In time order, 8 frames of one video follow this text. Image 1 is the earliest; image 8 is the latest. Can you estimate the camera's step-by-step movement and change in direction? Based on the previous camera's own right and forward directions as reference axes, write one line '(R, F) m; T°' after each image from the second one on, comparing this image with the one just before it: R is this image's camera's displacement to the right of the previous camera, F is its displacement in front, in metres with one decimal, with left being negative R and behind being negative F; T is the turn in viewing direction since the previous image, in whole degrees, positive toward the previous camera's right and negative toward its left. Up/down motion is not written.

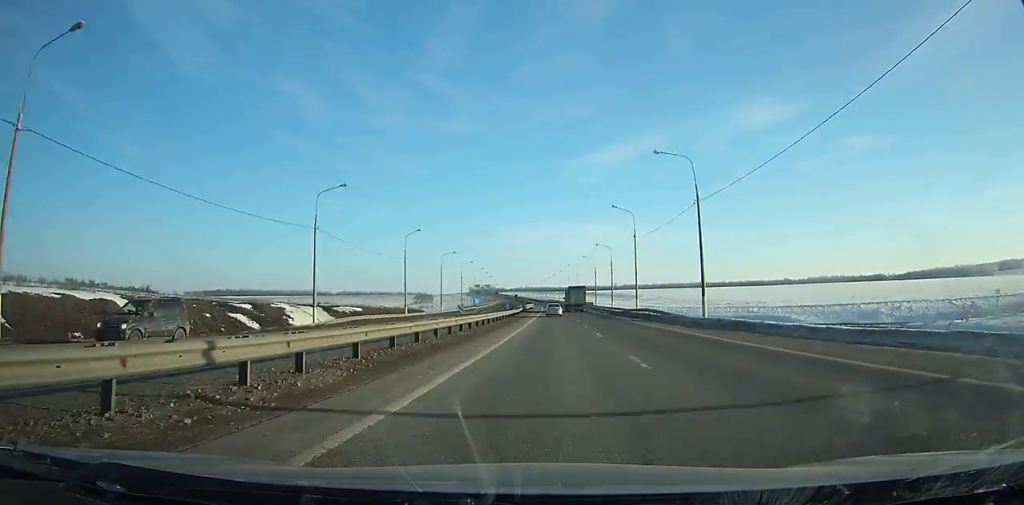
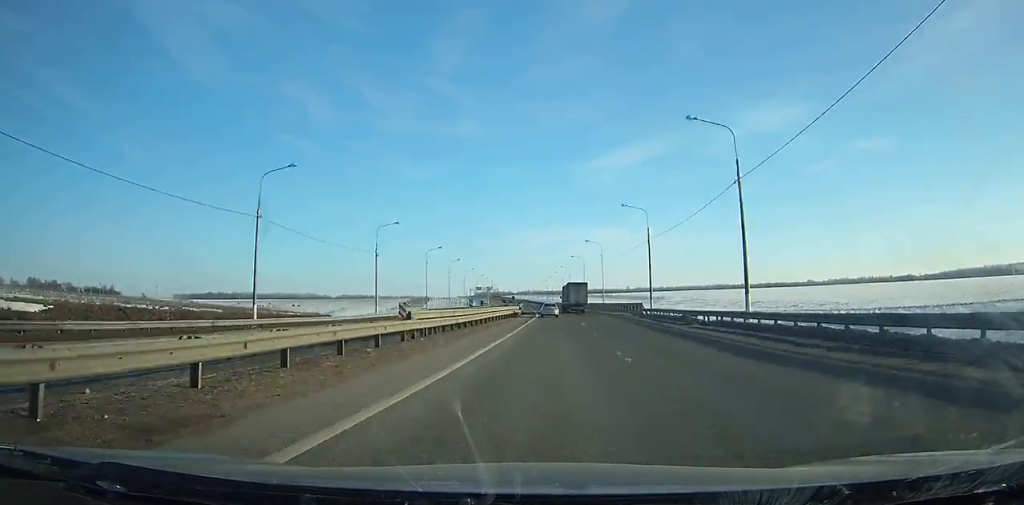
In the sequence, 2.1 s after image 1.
(-0.9, +67.2) m; -2°
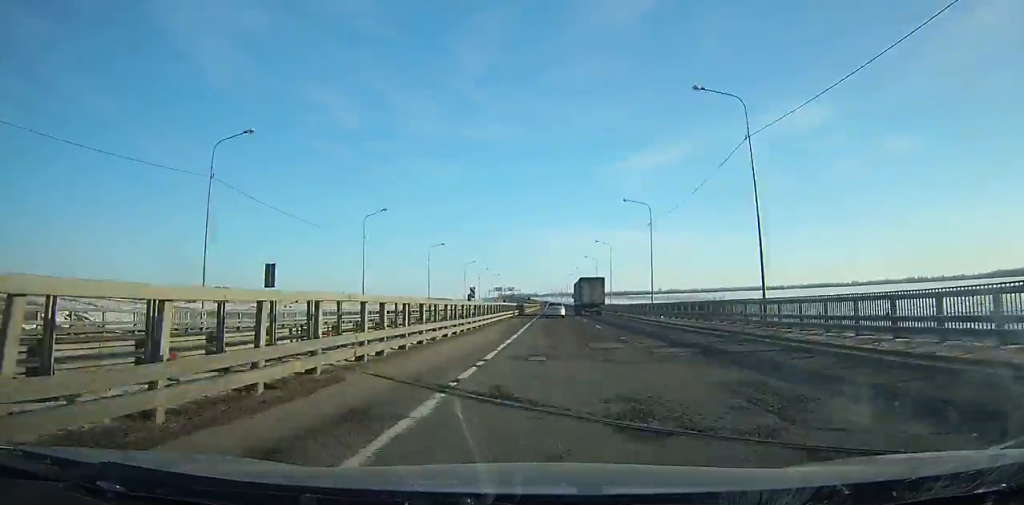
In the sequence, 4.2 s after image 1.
(-1.2, +66.0) m; -1°
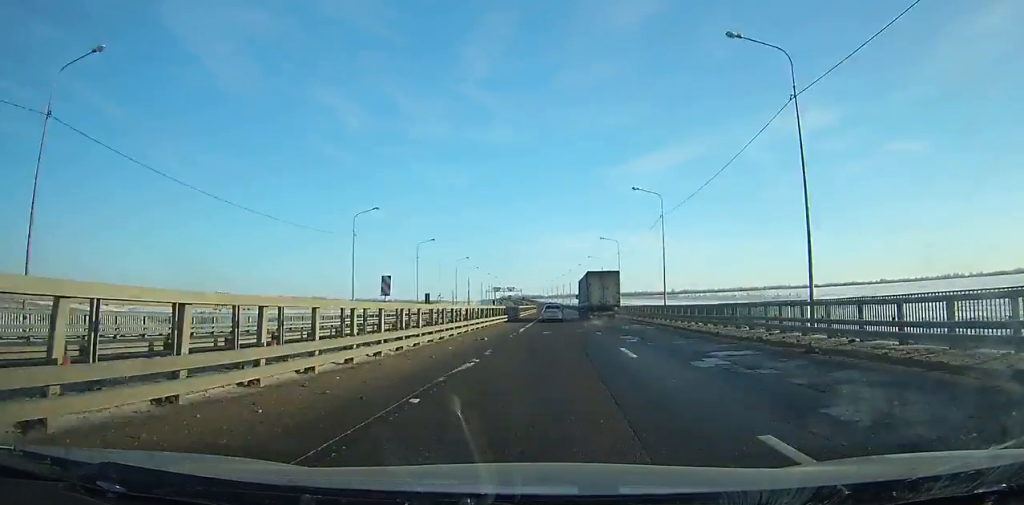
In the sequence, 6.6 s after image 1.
(-1.0, +74.1) m; -1°
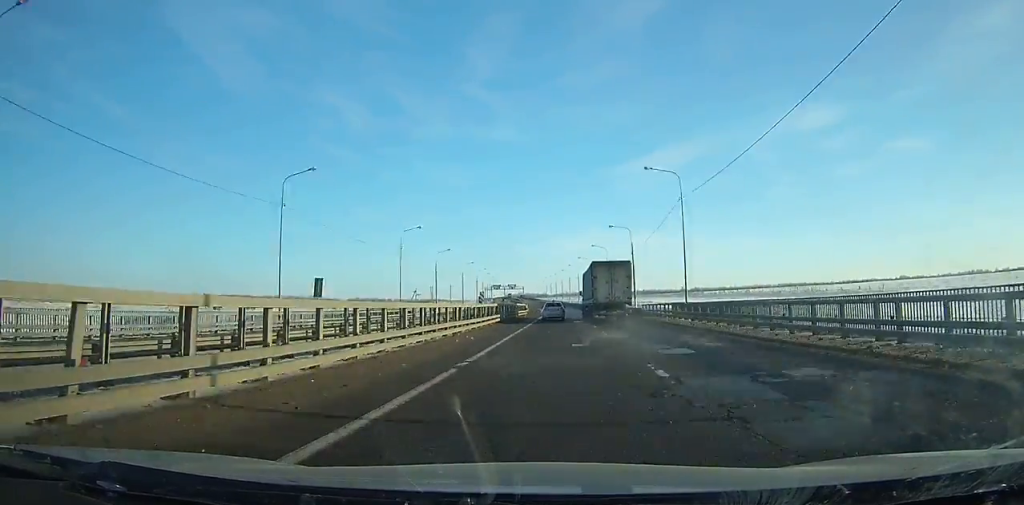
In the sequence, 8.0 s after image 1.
(0.0, +42.6) m; -1°
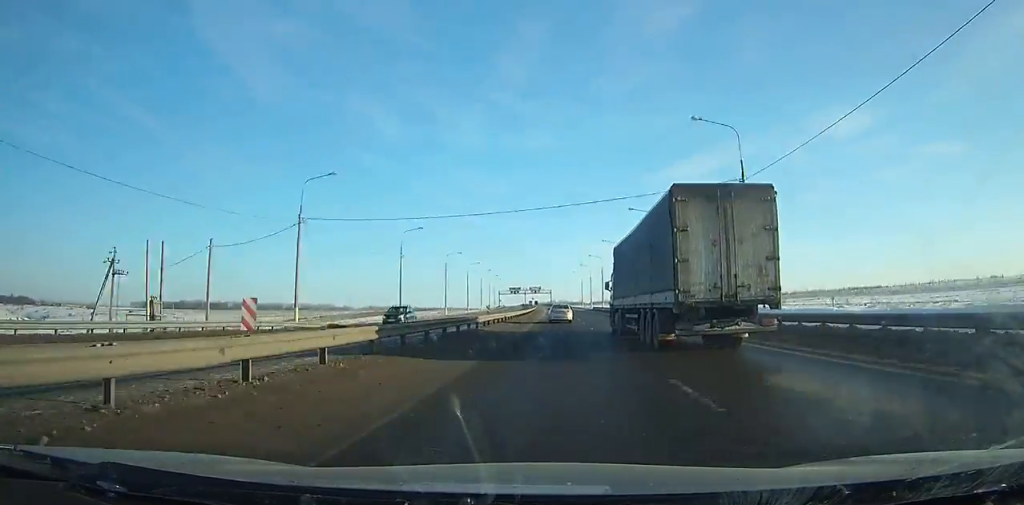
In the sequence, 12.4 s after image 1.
(-3.0, +130.7) m; -3°
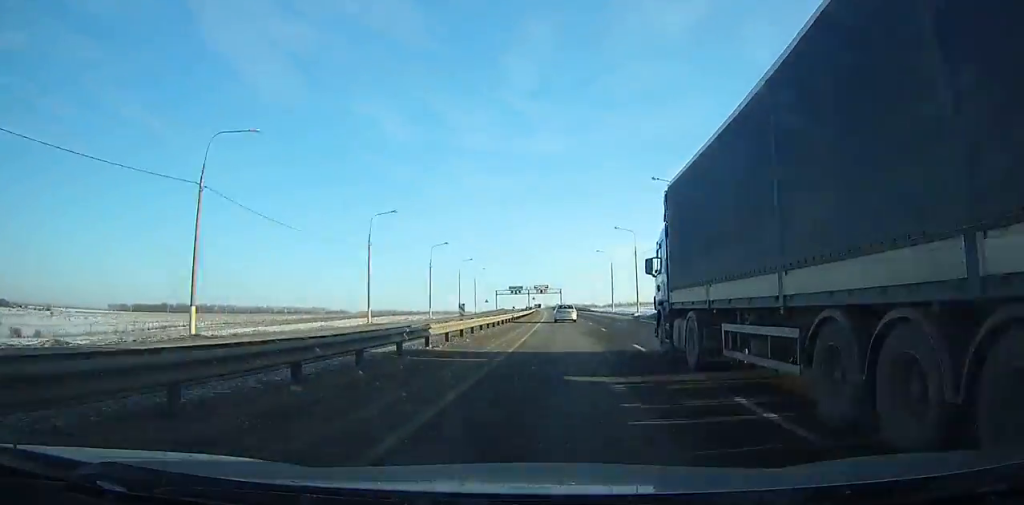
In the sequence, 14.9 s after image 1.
(-0.8, +73.1) m; -1°
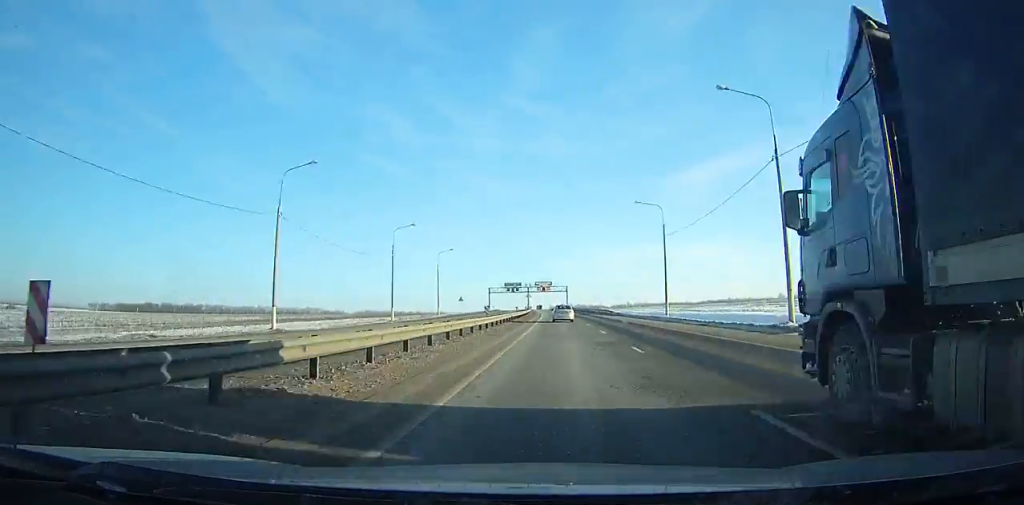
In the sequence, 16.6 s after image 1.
(-0.4, +49.4) m; -1°
